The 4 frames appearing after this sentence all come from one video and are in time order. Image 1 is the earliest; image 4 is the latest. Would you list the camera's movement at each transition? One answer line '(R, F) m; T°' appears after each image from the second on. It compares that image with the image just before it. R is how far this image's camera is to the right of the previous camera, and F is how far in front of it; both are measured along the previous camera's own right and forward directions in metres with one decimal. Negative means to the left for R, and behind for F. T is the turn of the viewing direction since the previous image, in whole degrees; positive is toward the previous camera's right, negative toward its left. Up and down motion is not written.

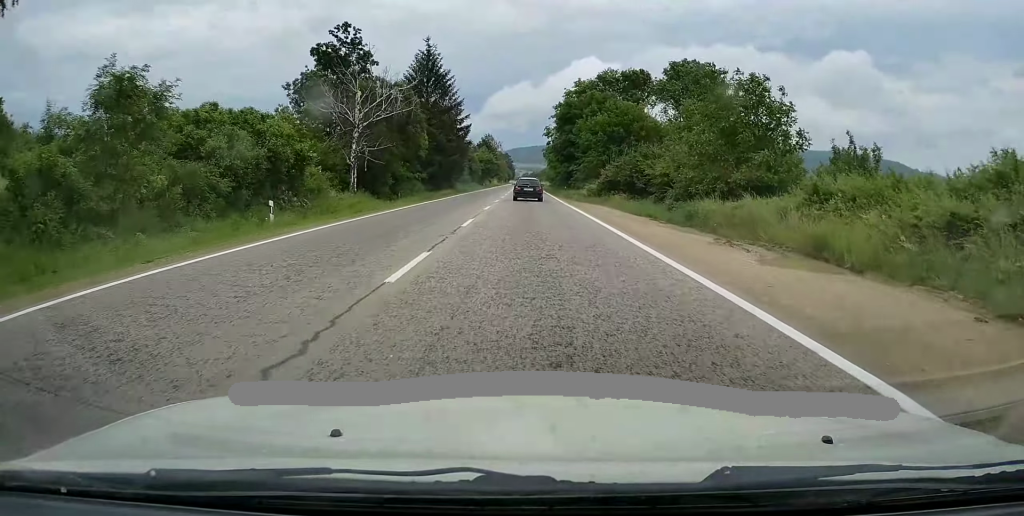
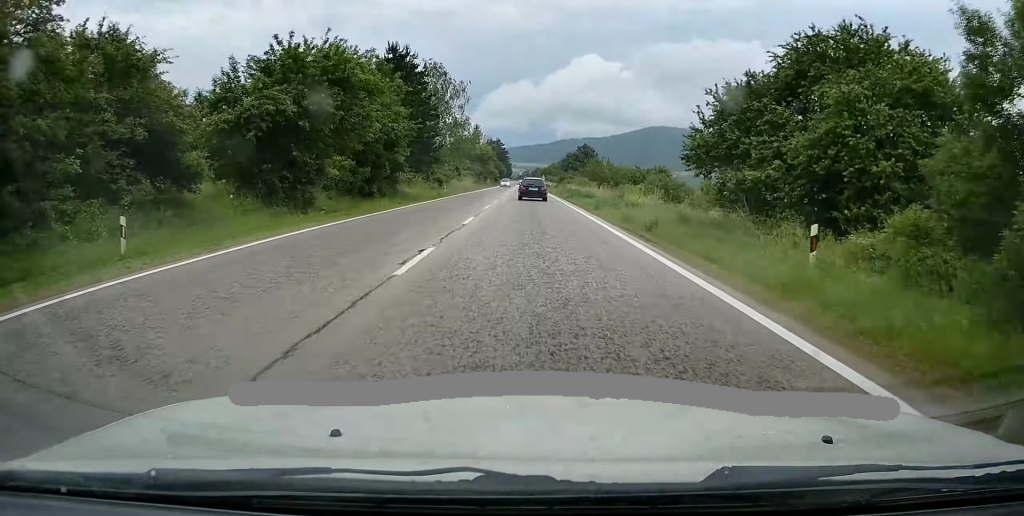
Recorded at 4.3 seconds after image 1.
(-1.2, +106.3) m; -1°
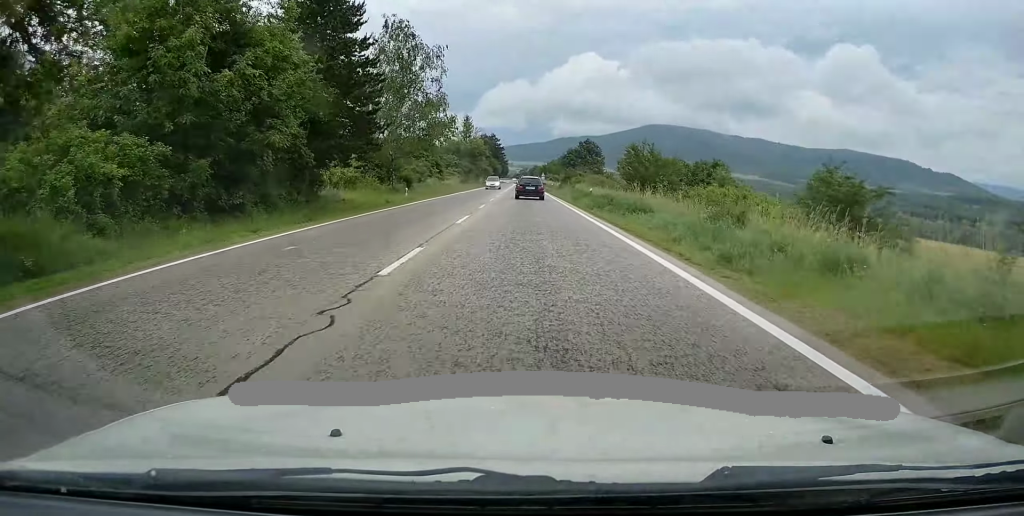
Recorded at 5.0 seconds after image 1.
(-0.3, +18.3) m; 0°
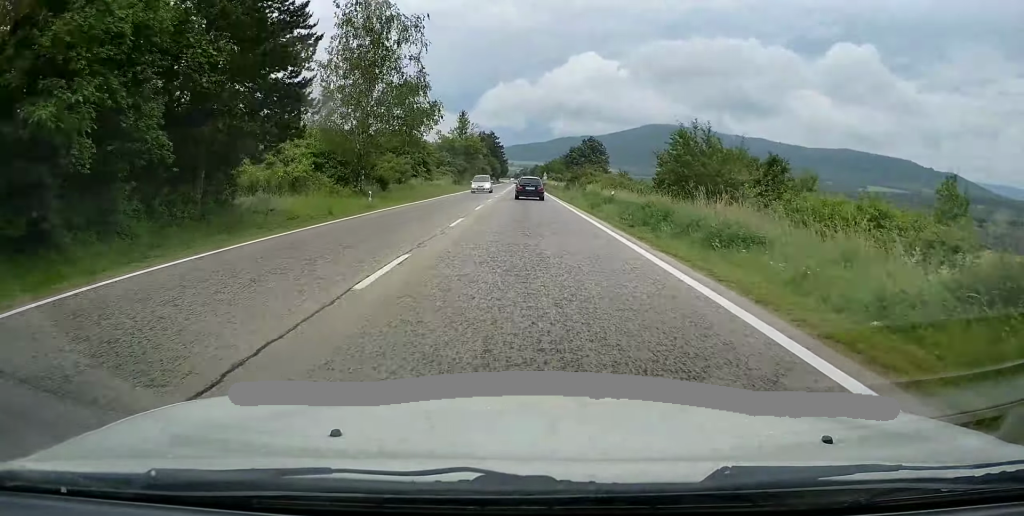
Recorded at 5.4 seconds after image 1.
(+0.1, +10.0) m; 0°
